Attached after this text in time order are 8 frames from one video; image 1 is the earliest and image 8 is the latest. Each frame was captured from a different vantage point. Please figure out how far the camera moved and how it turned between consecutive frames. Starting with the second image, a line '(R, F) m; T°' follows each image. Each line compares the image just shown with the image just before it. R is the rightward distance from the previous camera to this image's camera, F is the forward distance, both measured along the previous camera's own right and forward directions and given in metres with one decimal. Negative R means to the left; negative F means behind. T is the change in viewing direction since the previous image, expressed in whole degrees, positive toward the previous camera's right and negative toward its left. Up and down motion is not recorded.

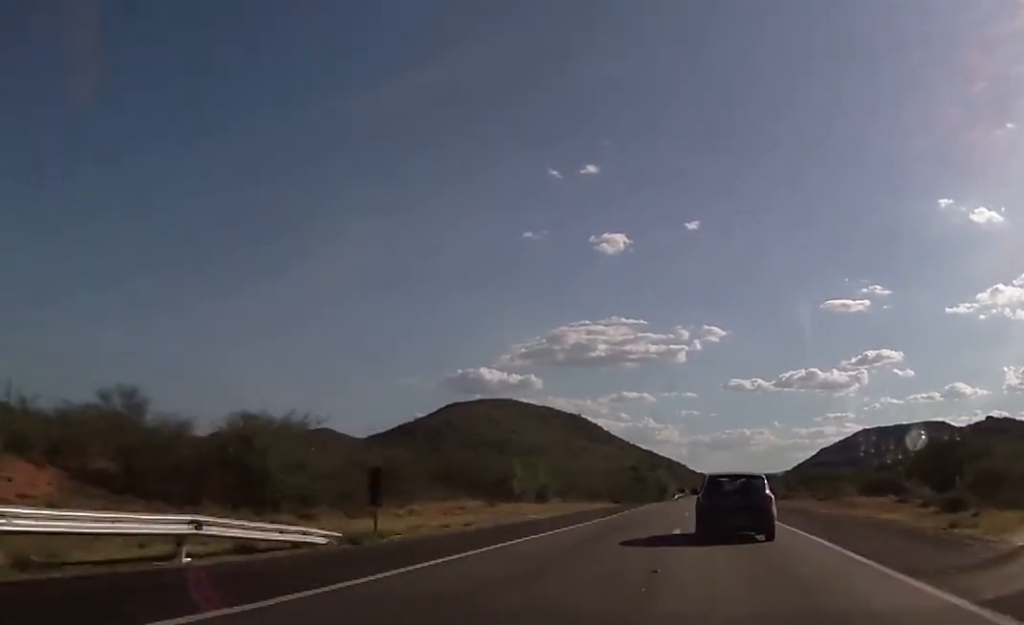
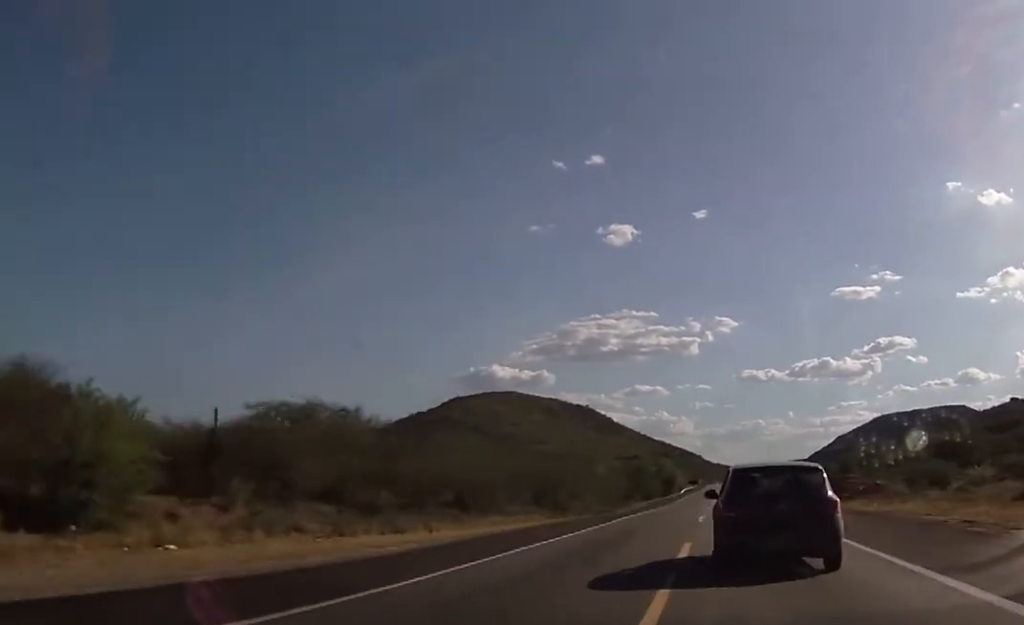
(-0.5, +63.7) m; -1°
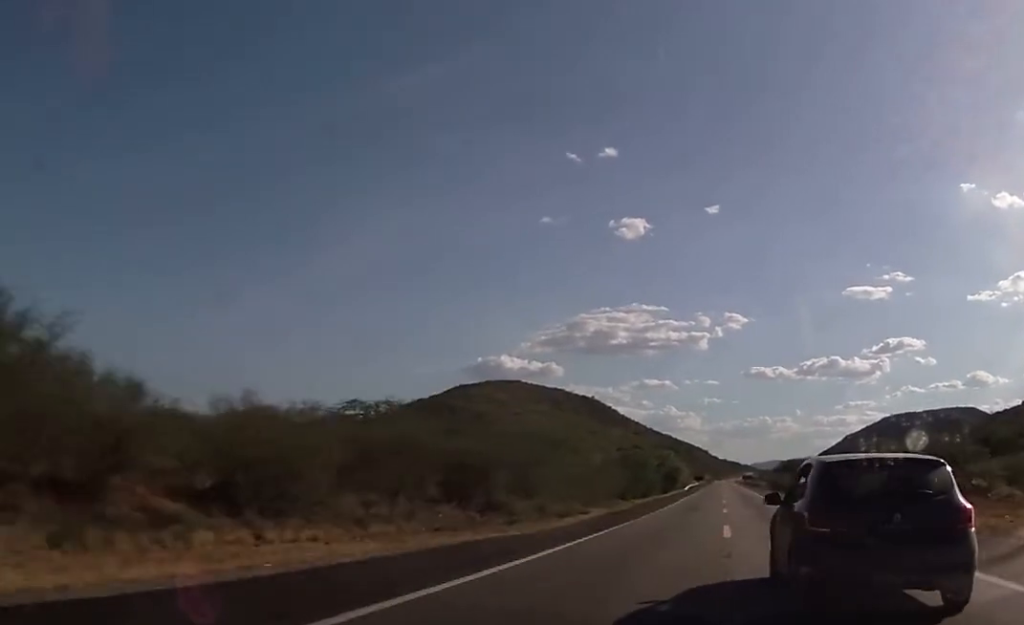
(-0.2, +26.7) m; 0°
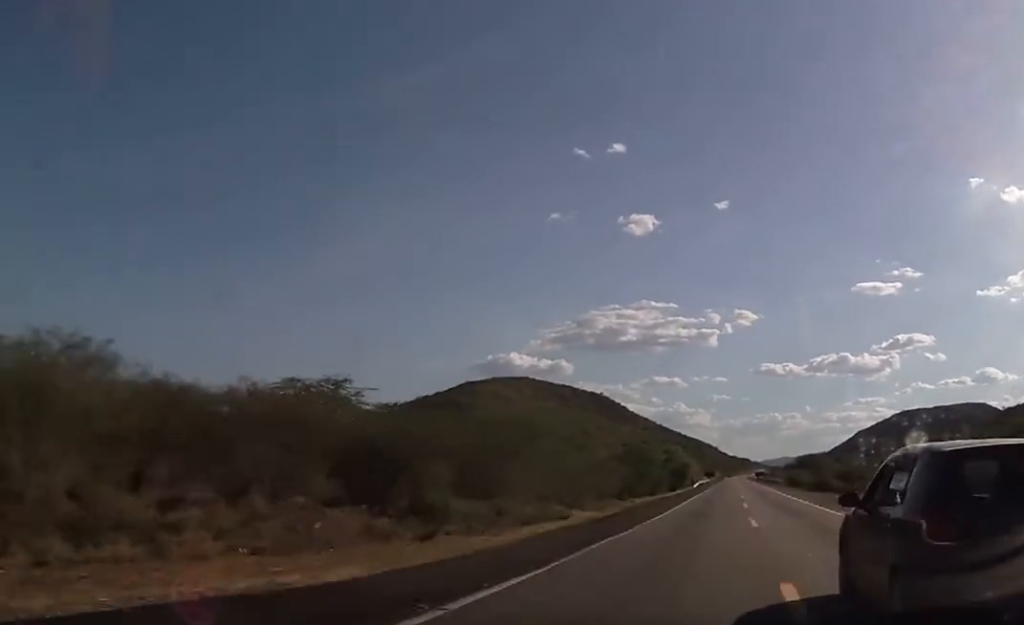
(0.0, +14.5) m; 0°
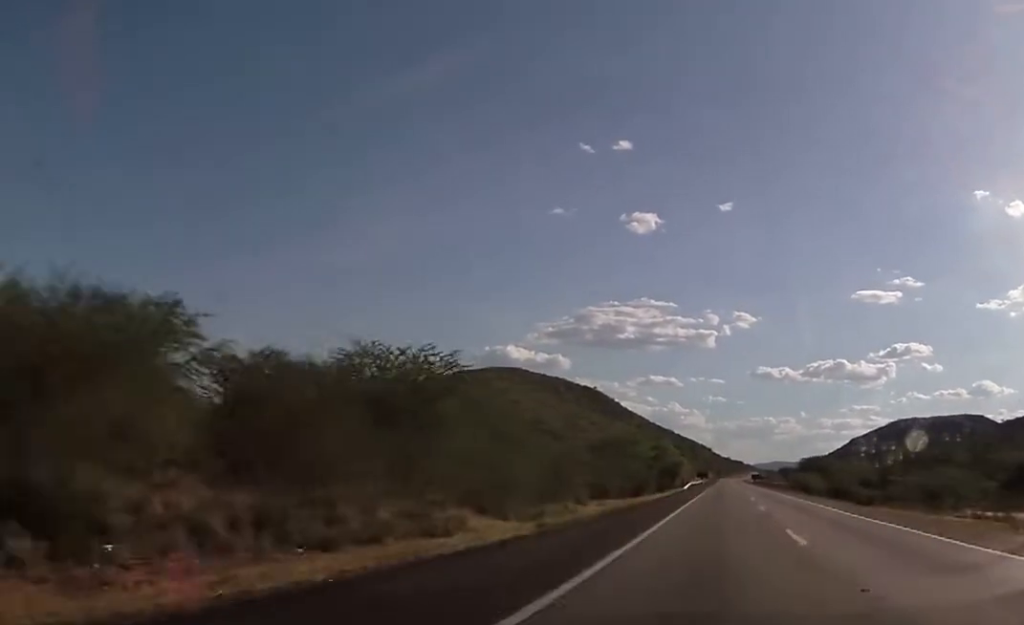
(0.0, +23.0) m; 0°
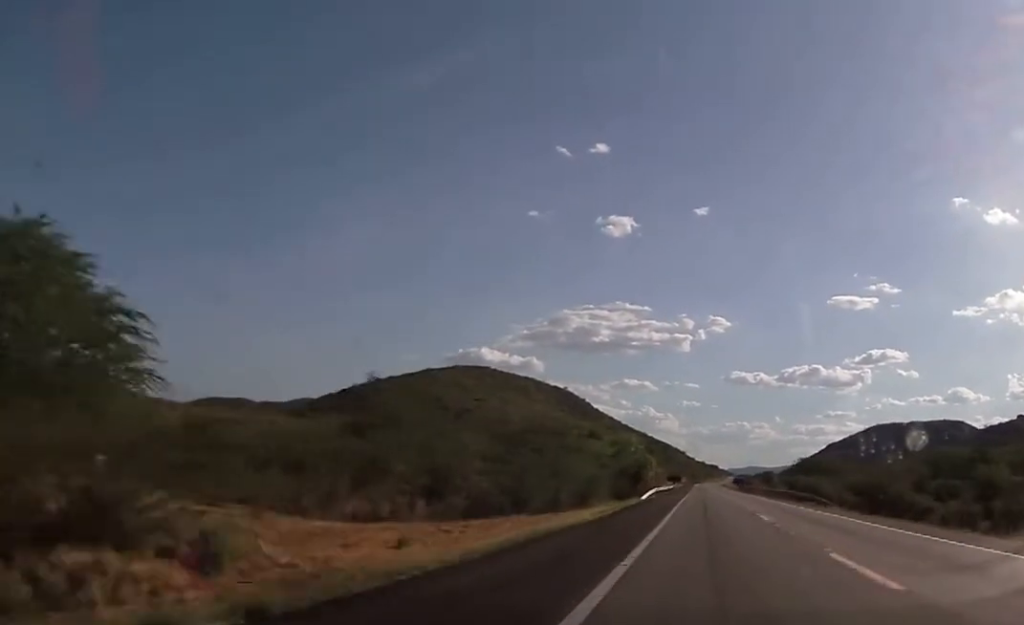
(+0.2, +40.3) m; +1°
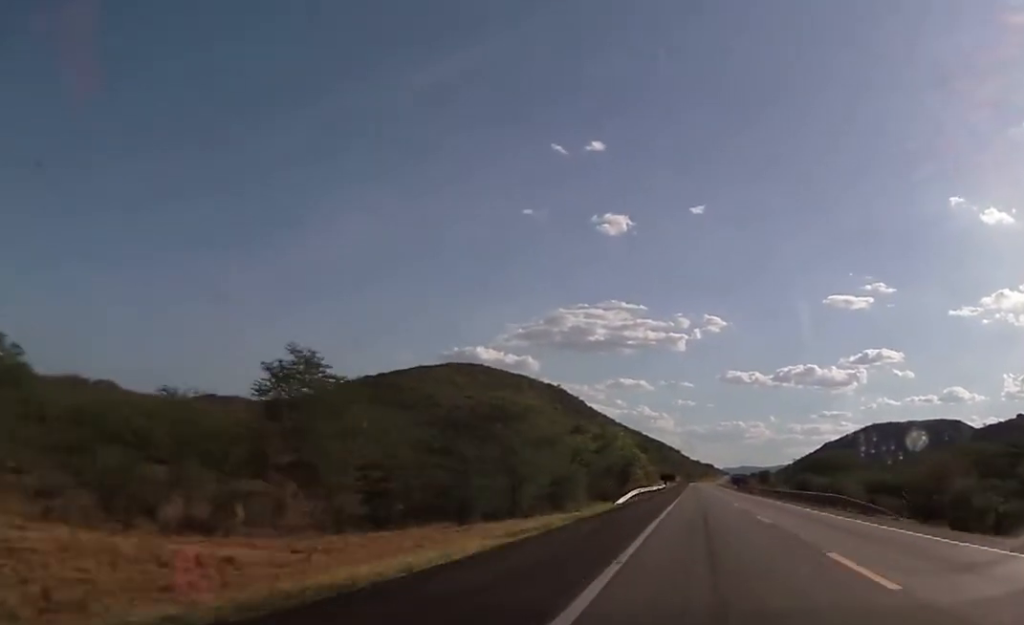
(+0.2, +17.2) m; +1°
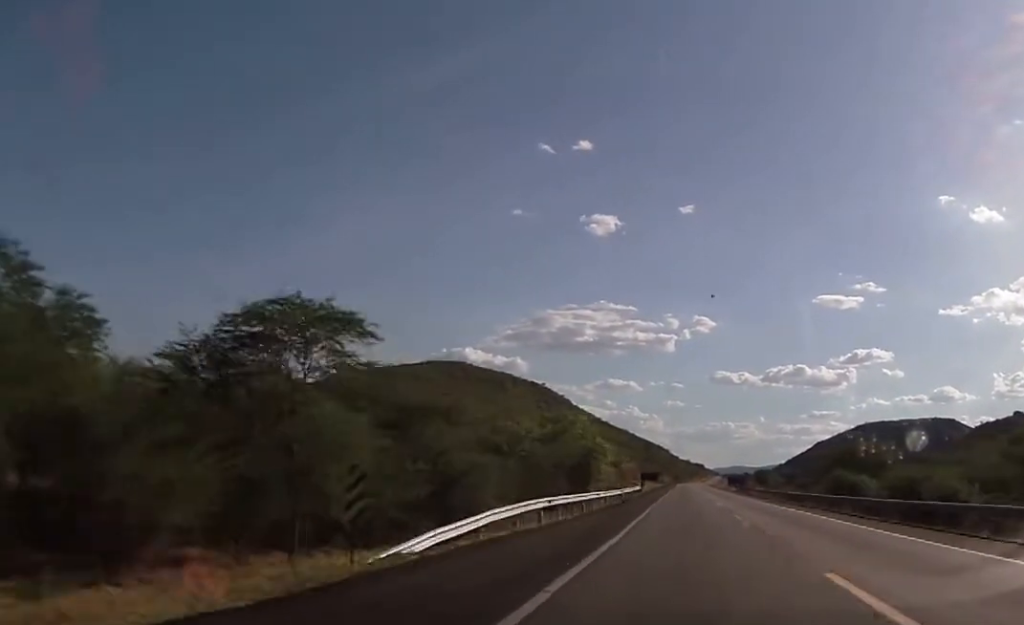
(+0.4, +36.8) m; 0°
